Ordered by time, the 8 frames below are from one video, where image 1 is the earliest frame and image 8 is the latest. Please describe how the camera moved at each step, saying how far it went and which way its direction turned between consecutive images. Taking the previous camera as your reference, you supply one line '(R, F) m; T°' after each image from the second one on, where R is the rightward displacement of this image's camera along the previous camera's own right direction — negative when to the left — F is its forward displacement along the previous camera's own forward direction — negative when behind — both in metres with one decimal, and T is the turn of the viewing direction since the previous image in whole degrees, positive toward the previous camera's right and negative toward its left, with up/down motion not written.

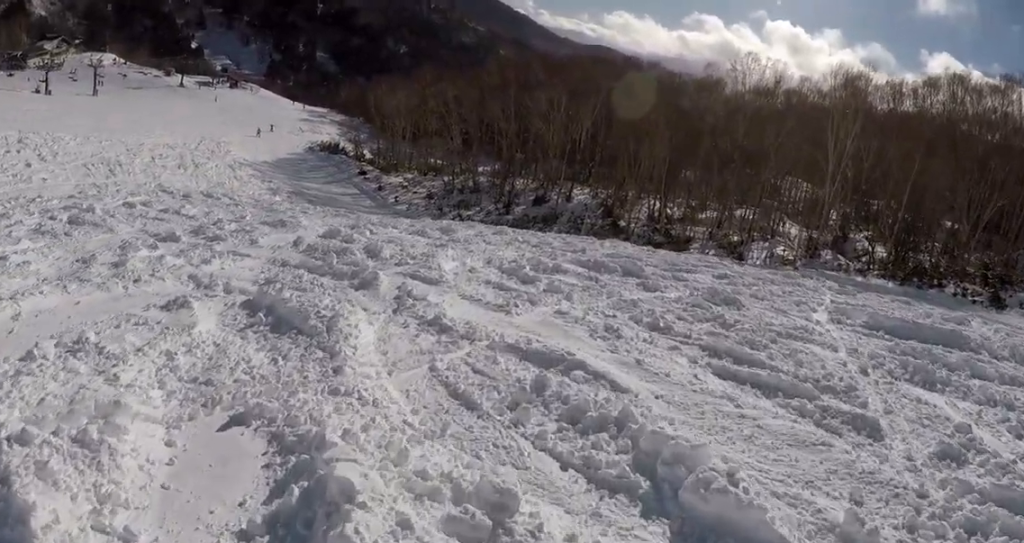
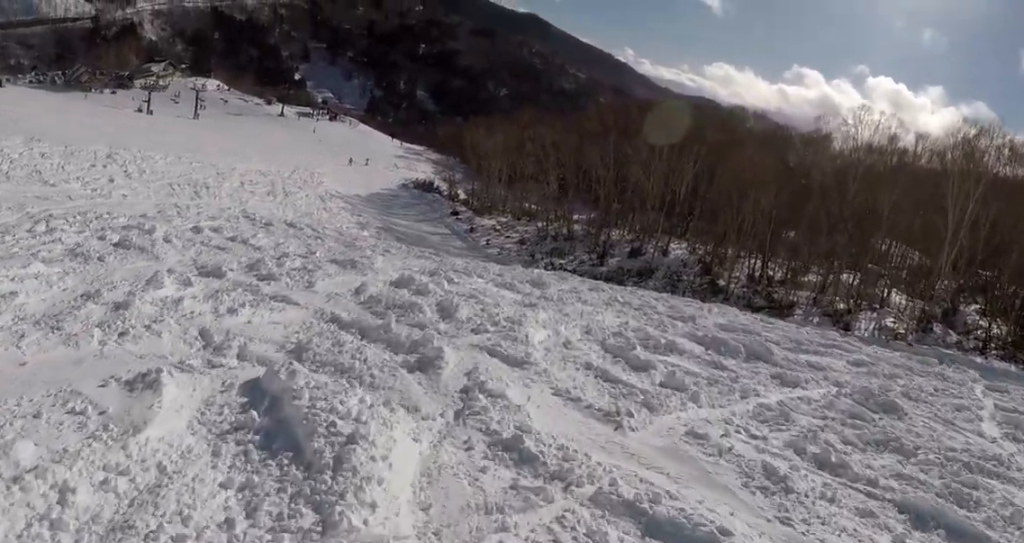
(+0.1, +2.4) m; -13°
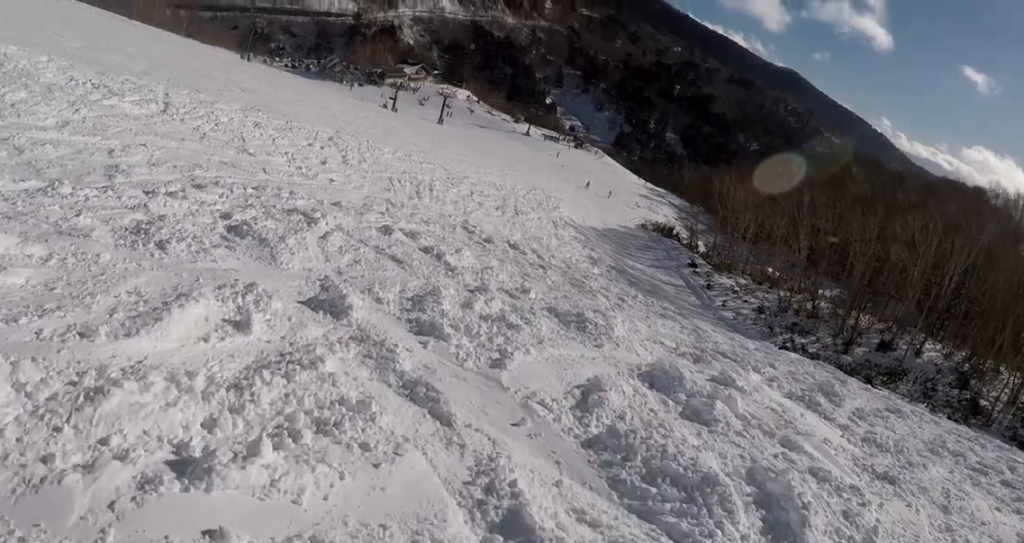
(-1.6, +5.3) m; -24°
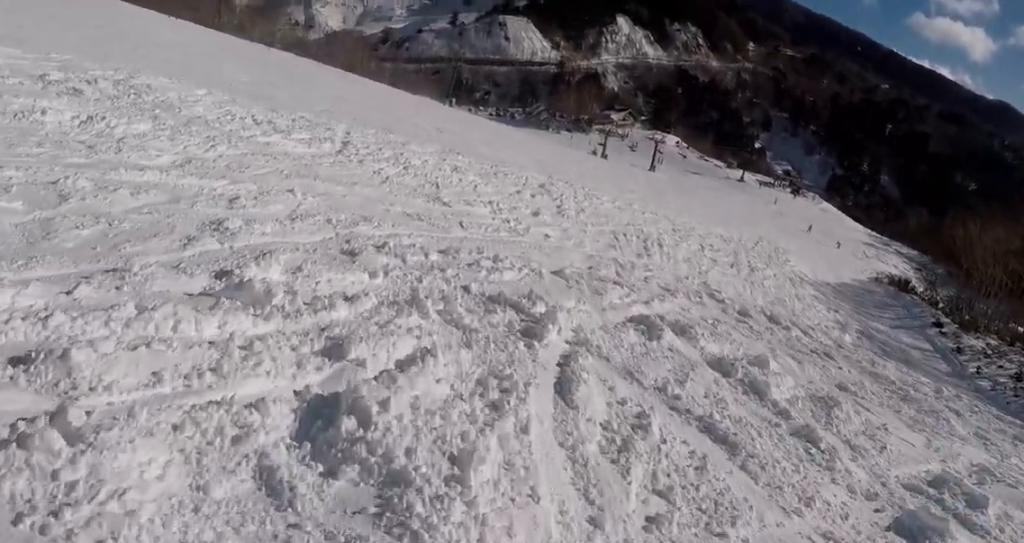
(-1.2, +6.6) m; -18°
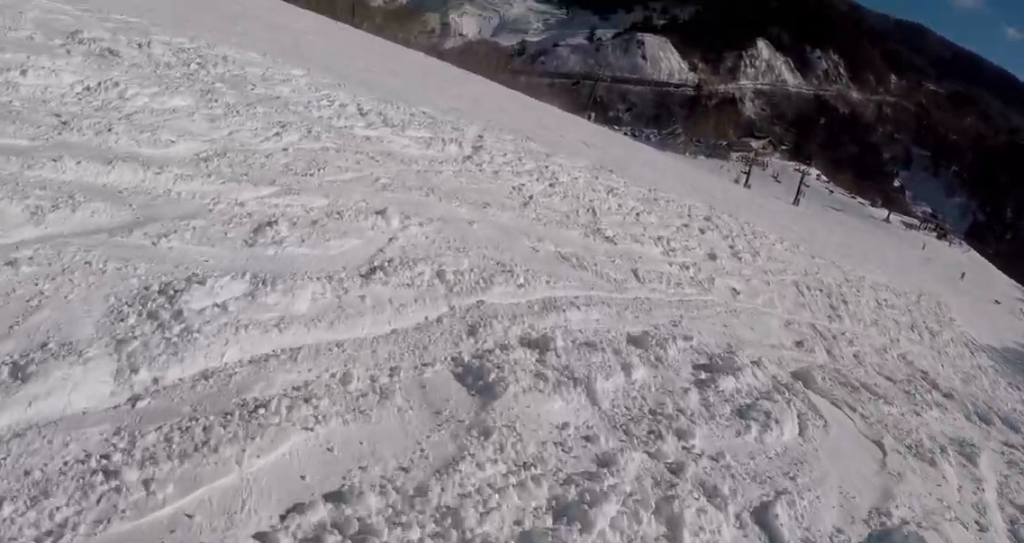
(-0.8, +6.1) m; -5°
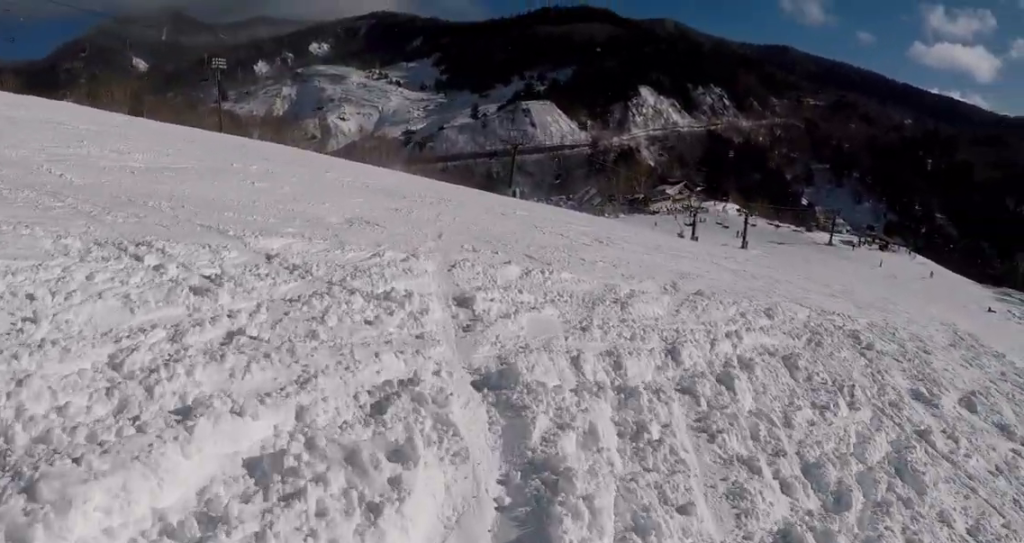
(-0.3, +17.0) m; 0°
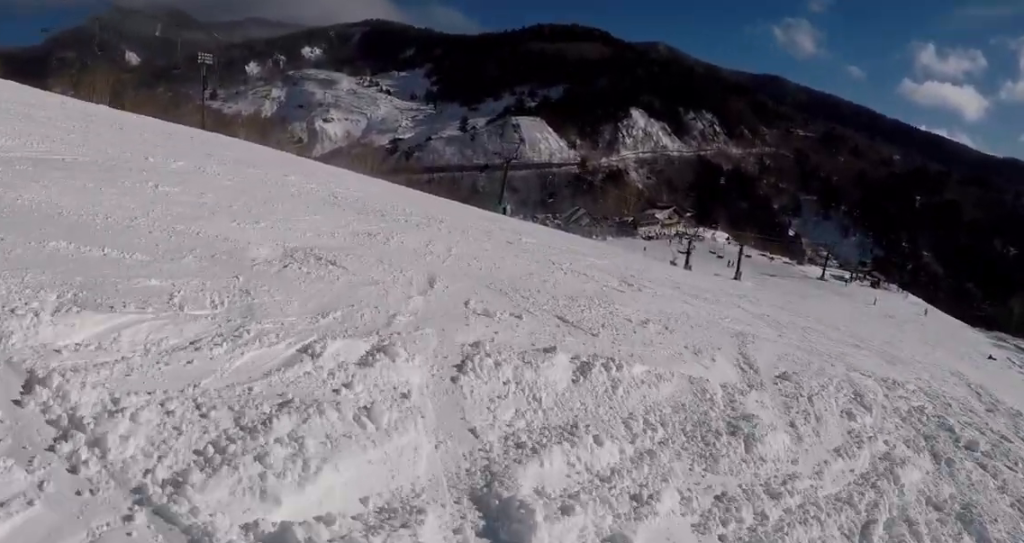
(+0.7, +4.9) m; +6°
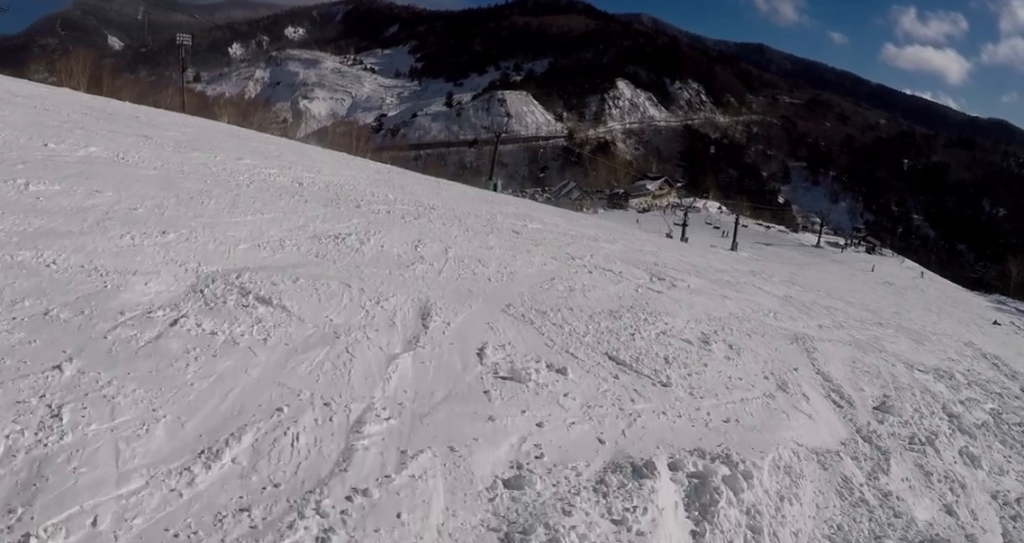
(0.0, +2.9) m; -10°
